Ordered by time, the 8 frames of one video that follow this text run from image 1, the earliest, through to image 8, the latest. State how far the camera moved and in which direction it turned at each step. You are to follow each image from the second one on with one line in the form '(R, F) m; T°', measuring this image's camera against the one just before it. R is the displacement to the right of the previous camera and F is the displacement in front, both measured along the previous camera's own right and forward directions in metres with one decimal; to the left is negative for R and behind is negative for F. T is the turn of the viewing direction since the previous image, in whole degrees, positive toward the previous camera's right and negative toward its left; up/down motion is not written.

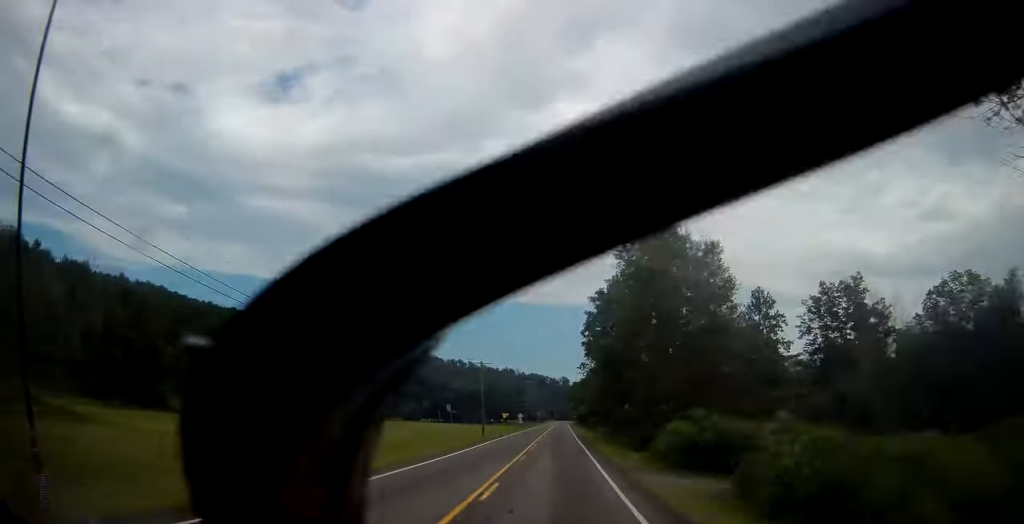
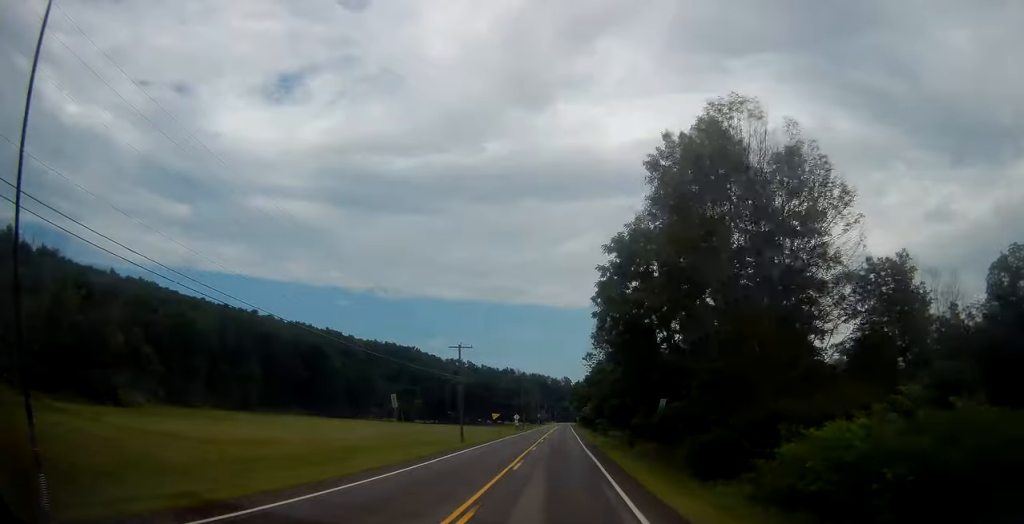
(0.0, +16.2) m; 0°
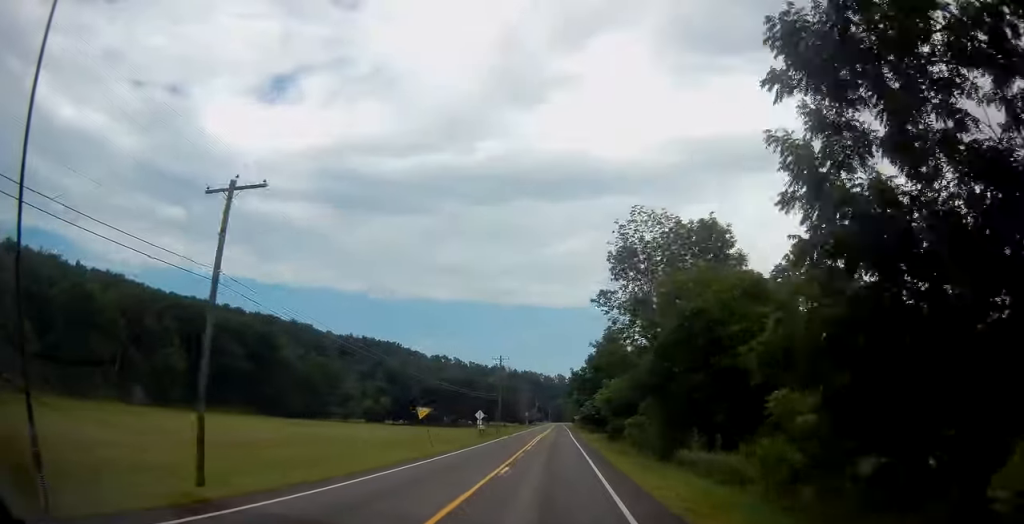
(-0.4, +38.9) m; 0°
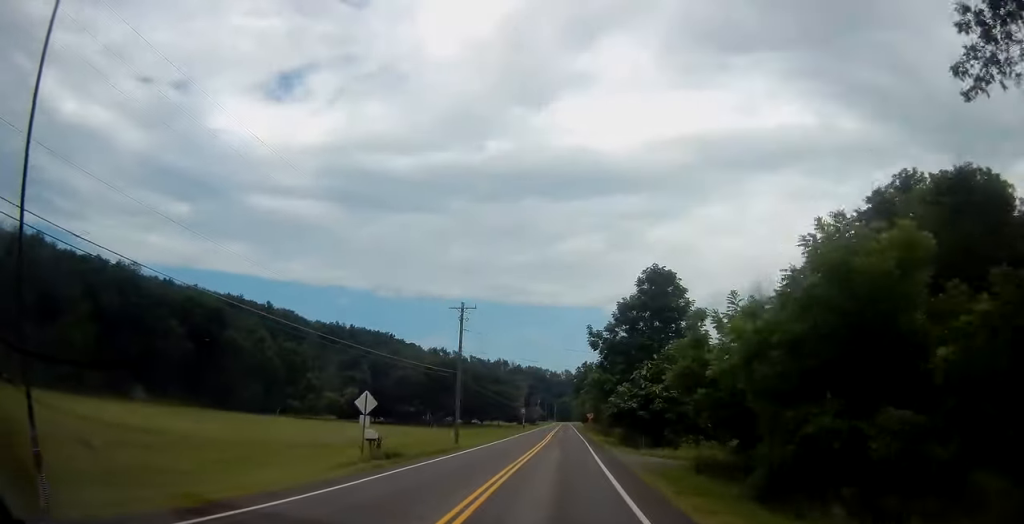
(0.0, +38.1) m; 0°
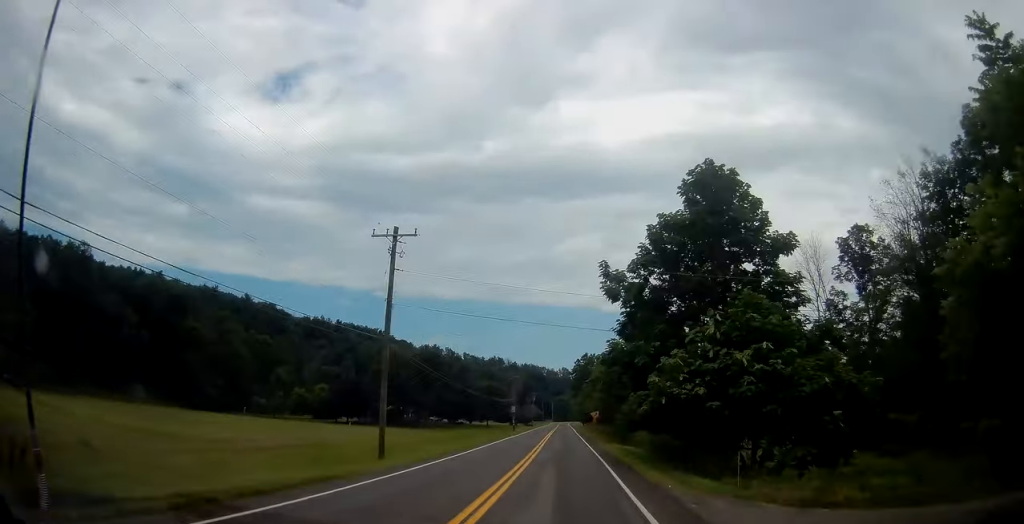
(-0.1, +19.4) m; 0°
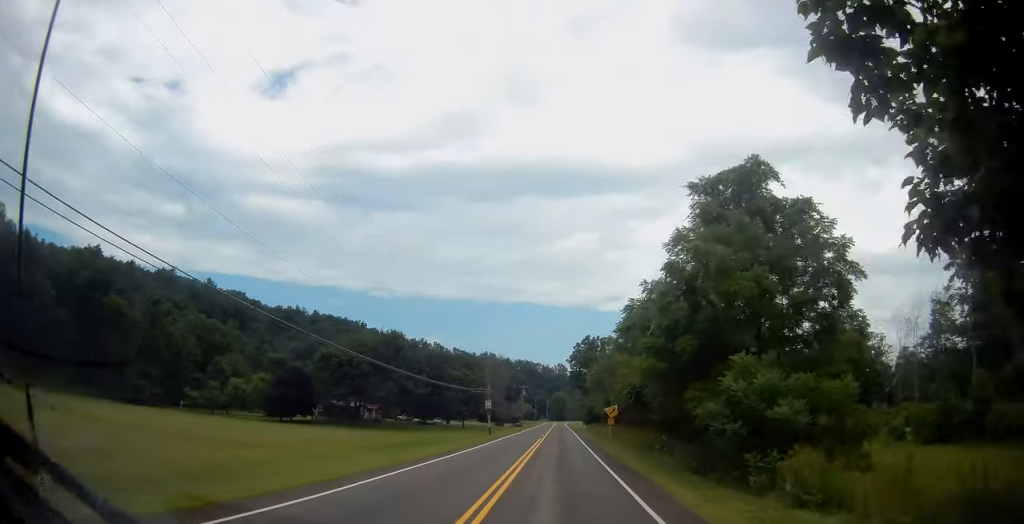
(+0.3, +29.6) m; 0°
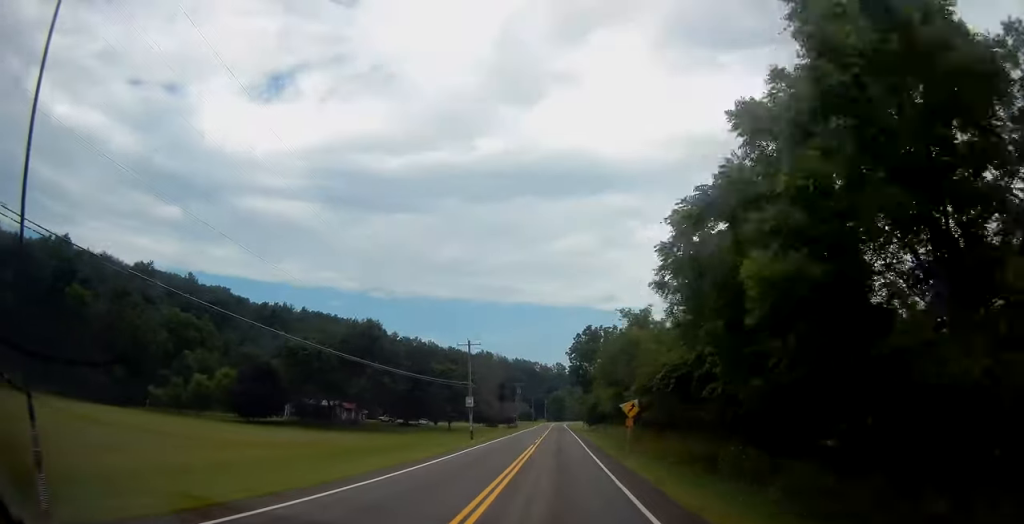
(0.0, +13.4) m; 0°
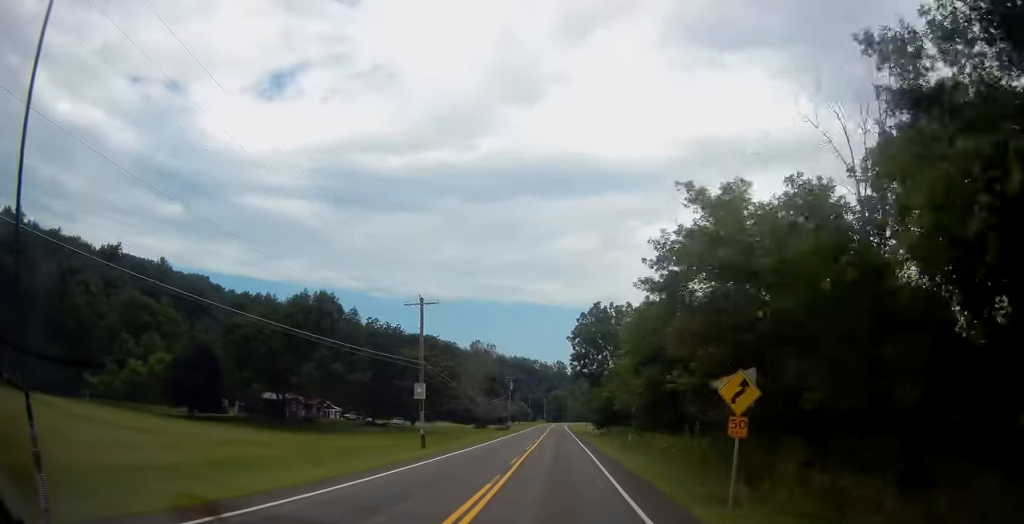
(-0.1, +20.3) m; 0°
